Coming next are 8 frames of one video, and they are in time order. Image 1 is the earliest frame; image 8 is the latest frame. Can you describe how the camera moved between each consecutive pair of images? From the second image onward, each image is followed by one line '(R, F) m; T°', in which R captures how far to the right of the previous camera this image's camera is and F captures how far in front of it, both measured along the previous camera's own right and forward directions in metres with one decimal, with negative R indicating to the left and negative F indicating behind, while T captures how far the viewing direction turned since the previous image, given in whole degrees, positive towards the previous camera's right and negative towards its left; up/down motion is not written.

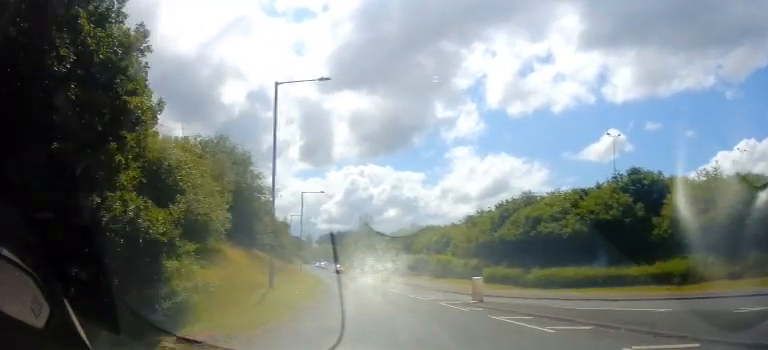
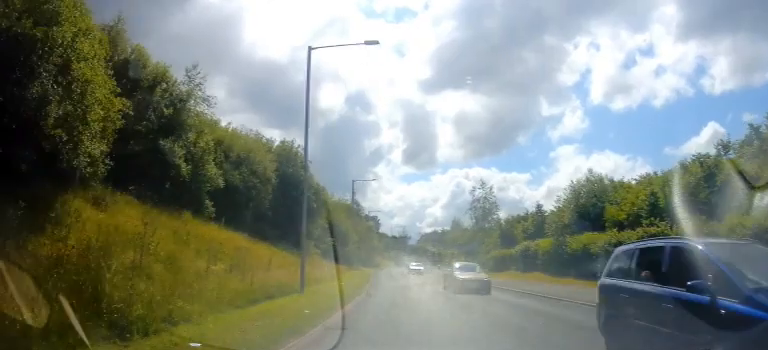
(-0.5, +37.9) m; -4°
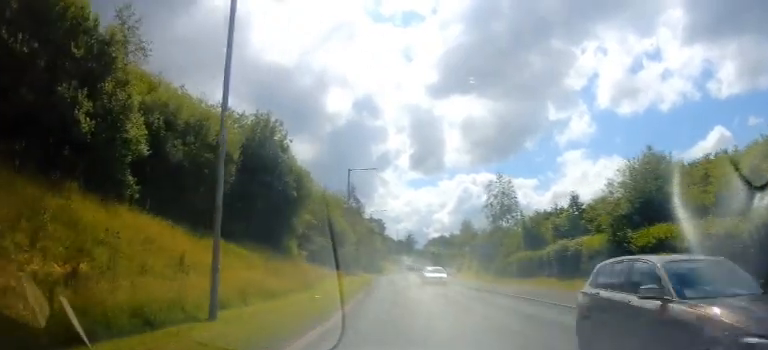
(-0.2, +8.1) m; -5°
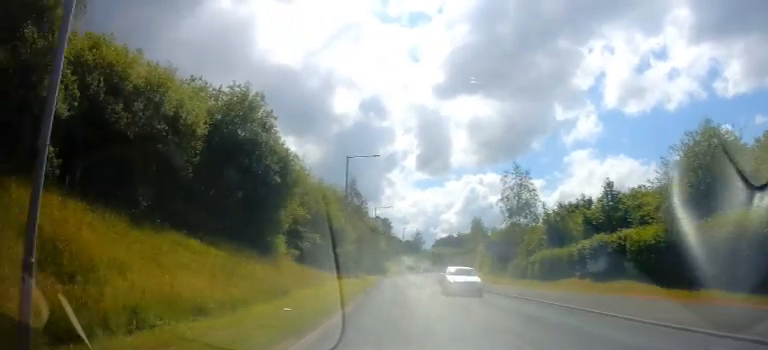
(0.0, +5.1) m; -2°
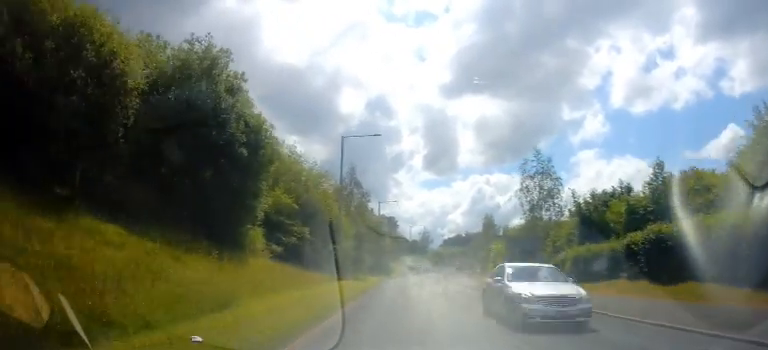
(-0.5, +6.2) m; -1°
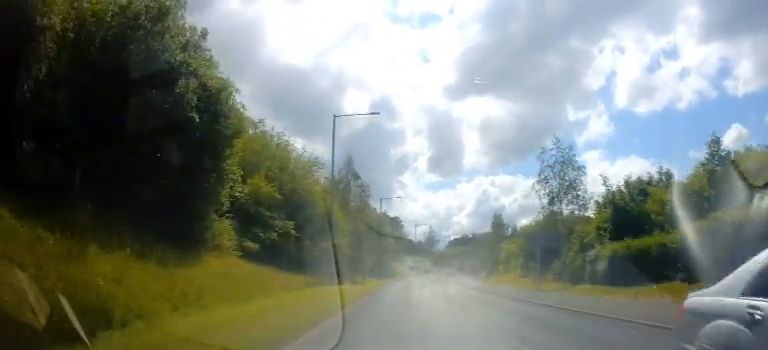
(-0.2, +5.2) m; -1°
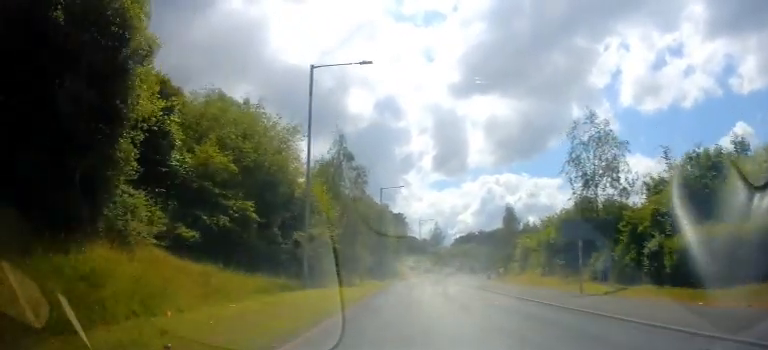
(+0.3, +7.2) m; +1°
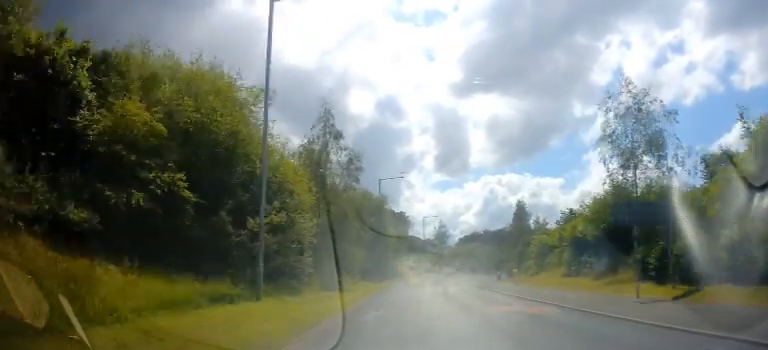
(+0.1, +5.5) m; 0°
